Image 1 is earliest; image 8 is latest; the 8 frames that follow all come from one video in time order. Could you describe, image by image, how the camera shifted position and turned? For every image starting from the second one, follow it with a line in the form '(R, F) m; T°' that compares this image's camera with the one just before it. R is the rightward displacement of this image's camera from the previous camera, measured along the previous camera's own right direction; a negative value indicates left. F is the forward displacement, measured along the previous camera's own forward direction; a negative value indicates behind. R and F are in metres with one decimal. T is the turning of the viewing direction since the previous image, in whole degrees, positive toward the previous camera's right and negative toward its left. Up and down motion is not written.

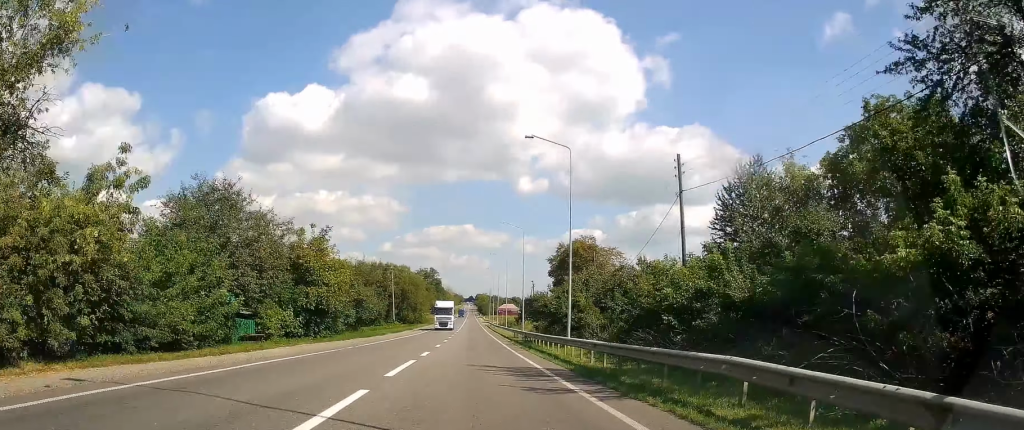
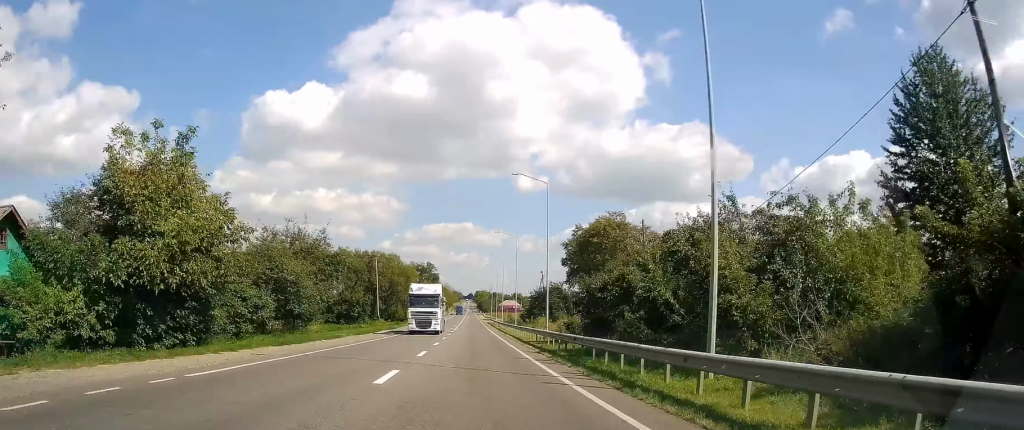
(+0.2, +19.9) m; -1°
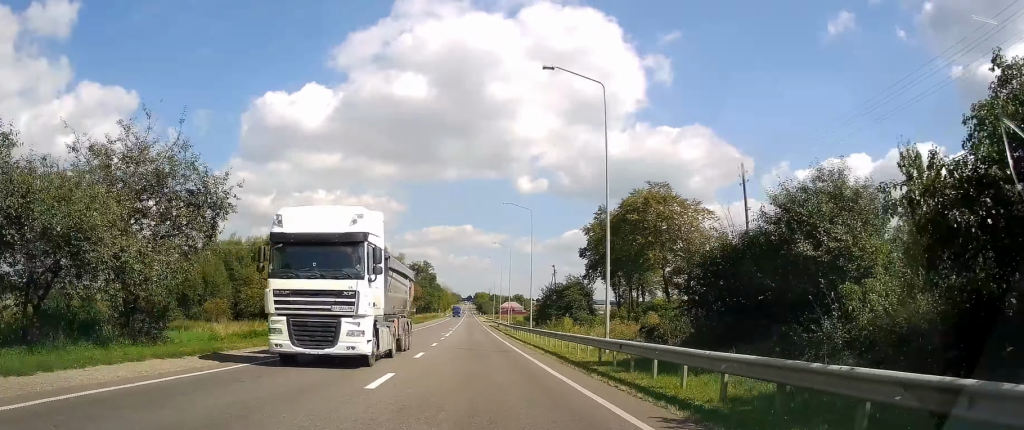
(-0.7, +18.7) m; 0°
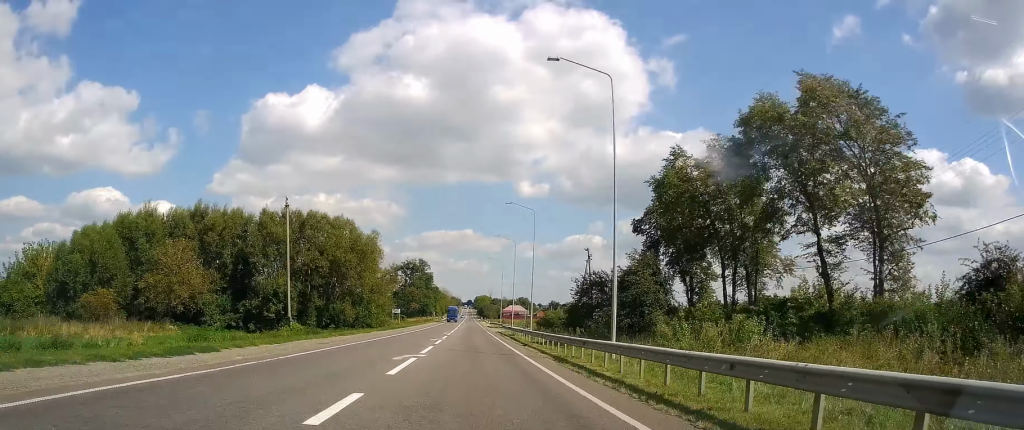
(+0.7, +31.1) m; +2°
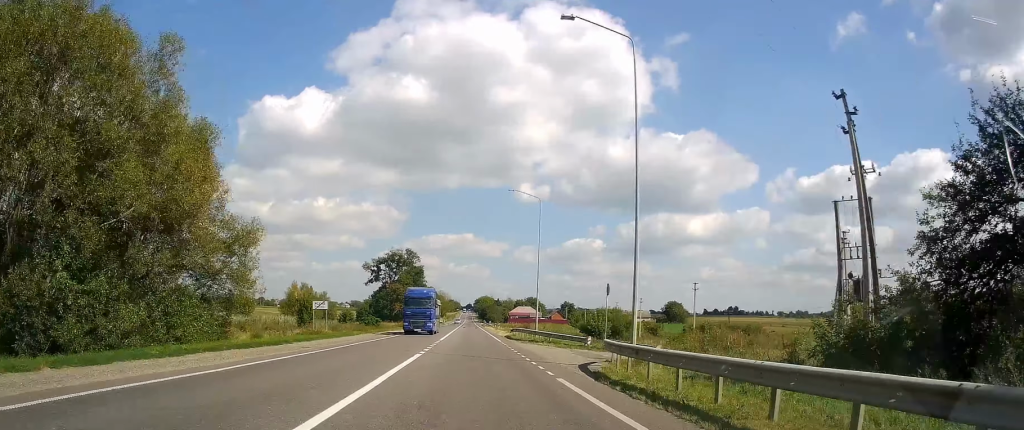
(+0.3, +56.1) m; 0°
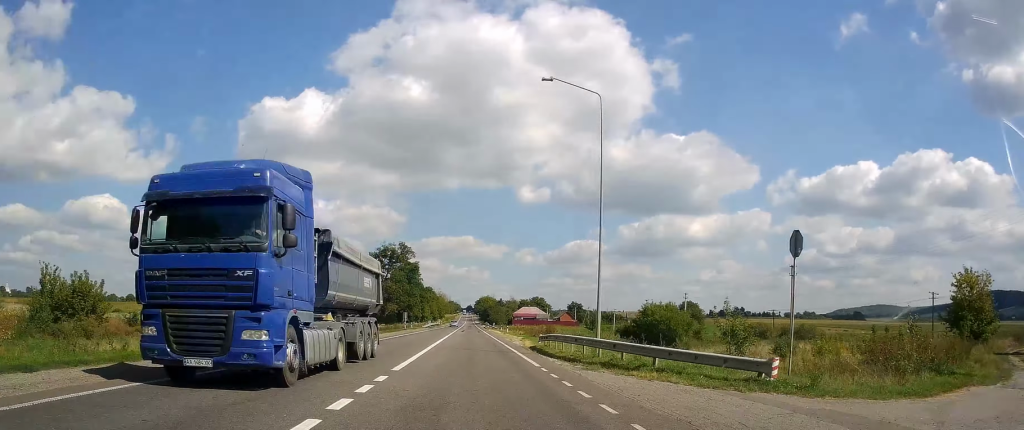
(-0.1, +22.5) m; 0°
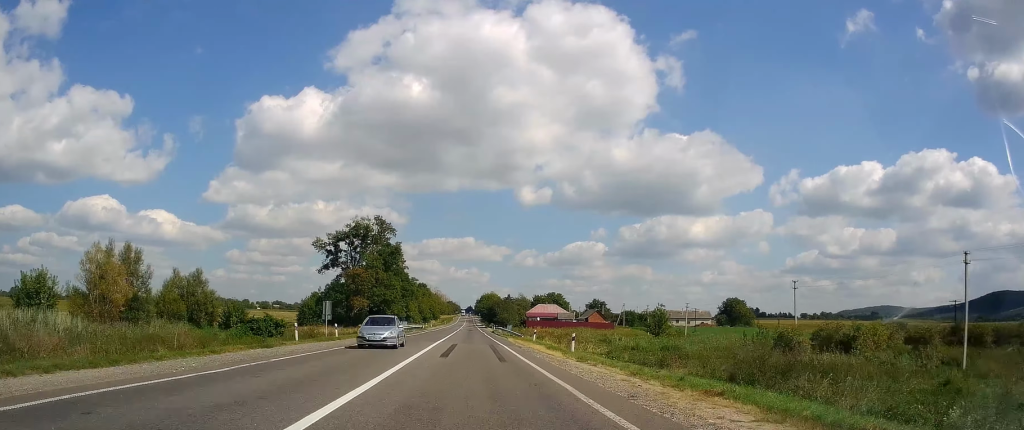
(+0.3, +55.0) m; 0°
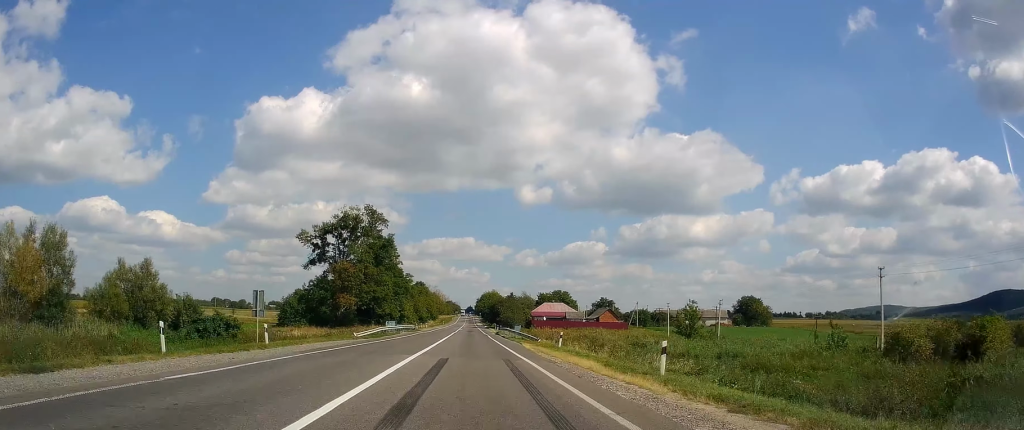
(0.0, +15.0) m; 0°
